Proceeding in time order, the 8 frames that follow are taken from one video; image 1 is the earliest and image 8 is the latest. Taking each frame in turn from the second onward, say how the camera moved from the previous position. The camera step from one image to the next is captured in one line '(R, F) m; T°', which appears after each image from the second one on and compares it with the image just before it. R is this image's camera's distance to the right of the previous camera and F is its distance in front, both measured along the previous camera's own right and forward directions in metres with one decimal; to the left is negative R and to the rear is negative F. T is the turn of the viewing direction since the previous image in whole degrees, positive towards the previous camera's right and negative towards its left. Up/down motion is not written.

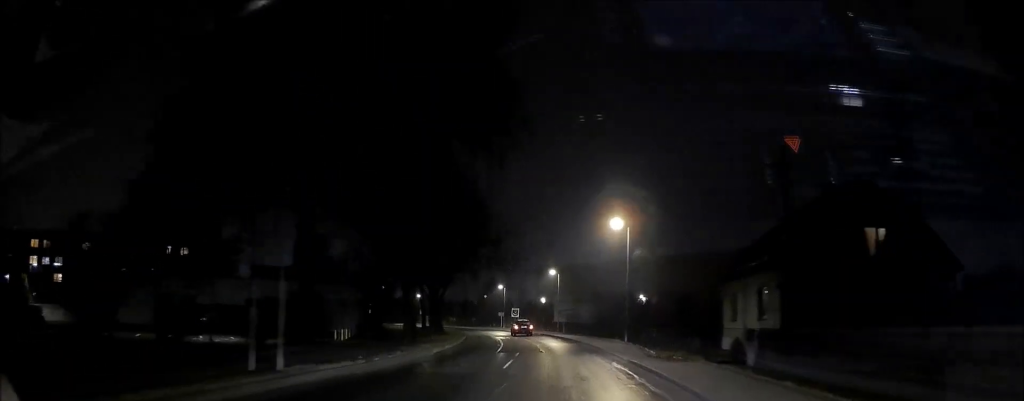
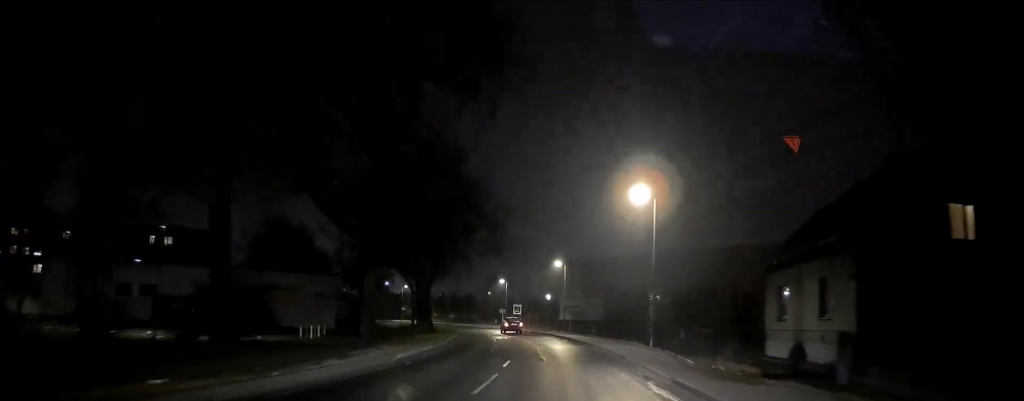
(0.0, +6.9) m; 0°
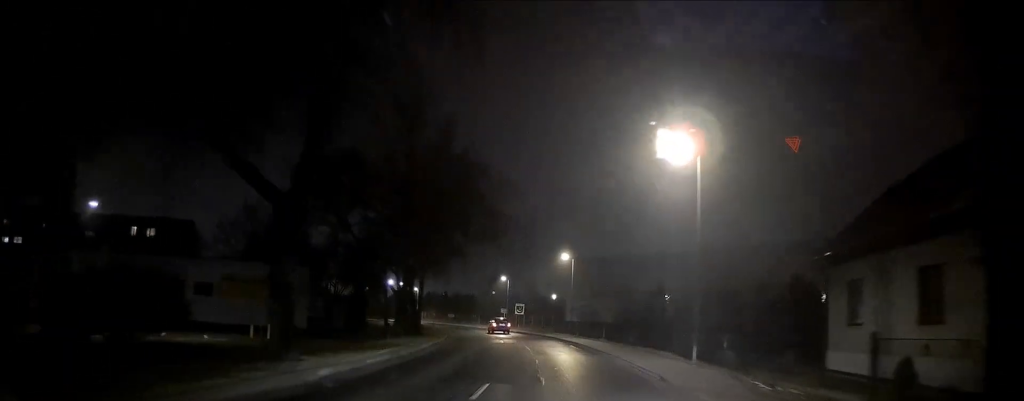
(0.0, +6.9) m; -1°
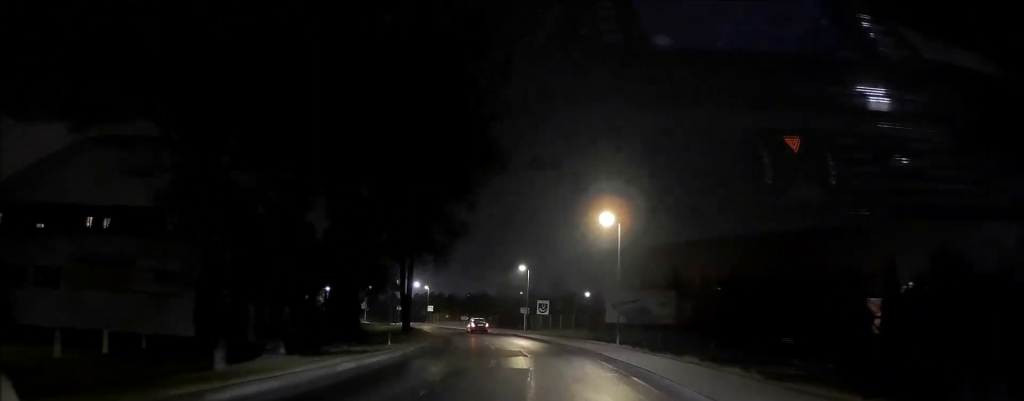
(-0.4, +17.3) m; -3°
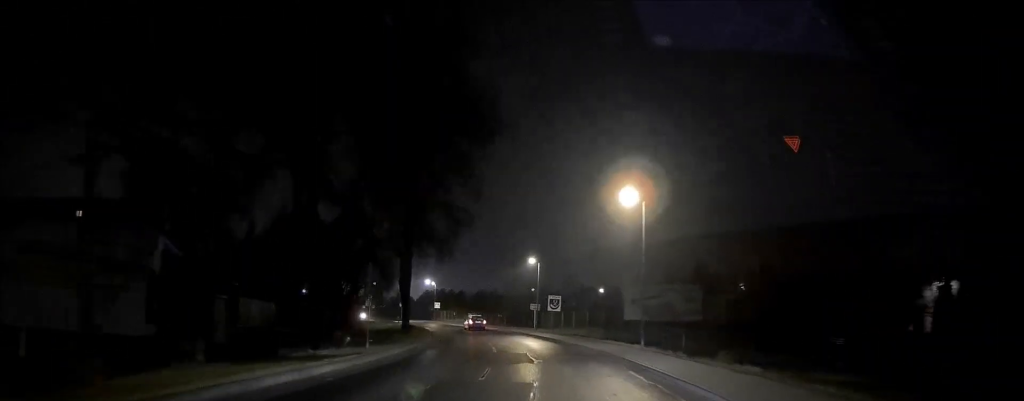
(-0.1, +4.5) m; -1°
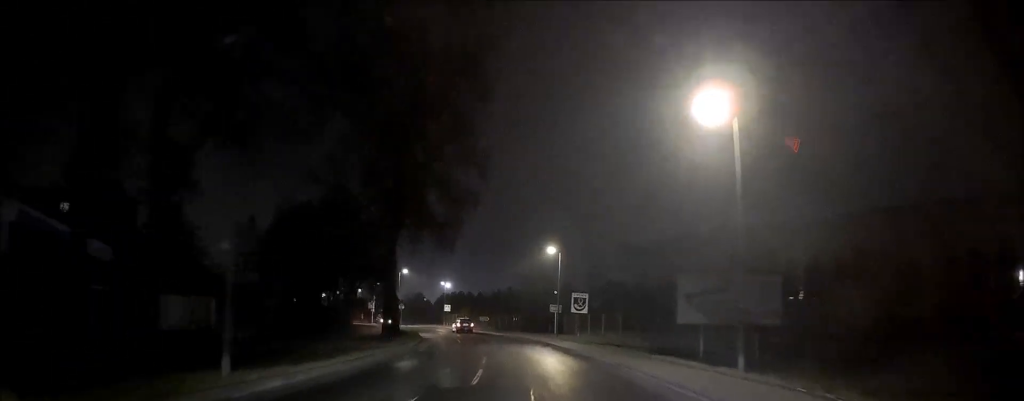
(-0.1, +10.6) m; -1°
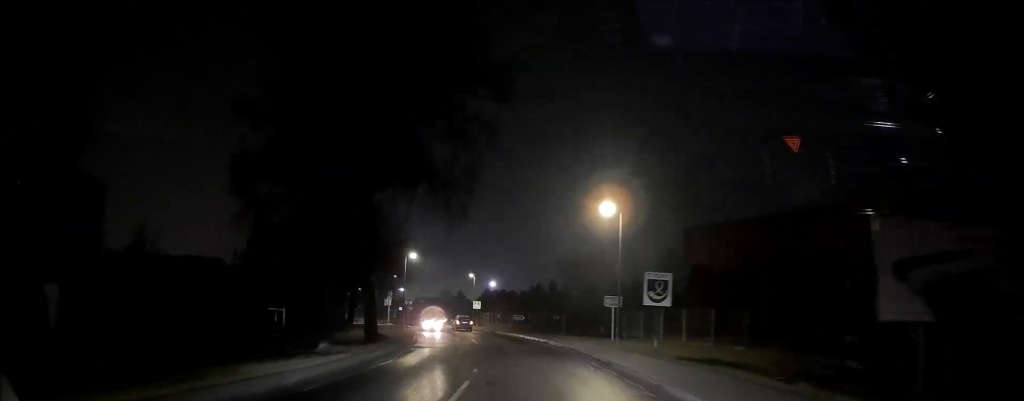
(-0.3, +15.0) m; -3°
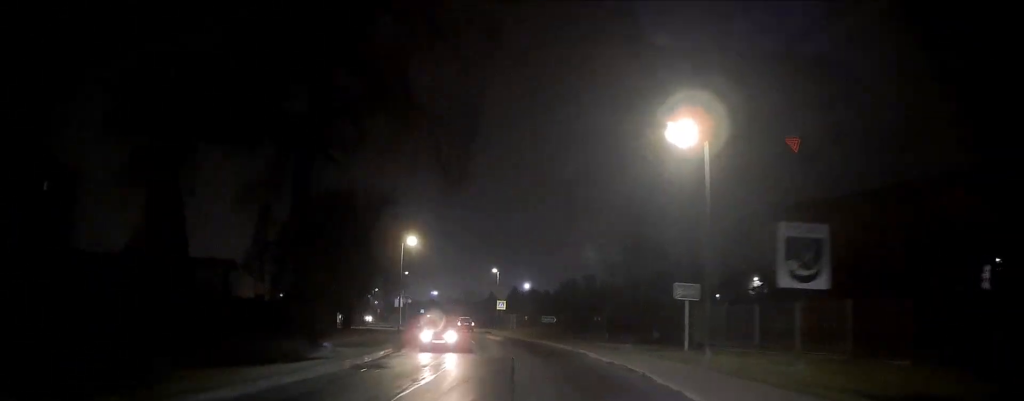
(-0.3, +10.9) m; -3°
